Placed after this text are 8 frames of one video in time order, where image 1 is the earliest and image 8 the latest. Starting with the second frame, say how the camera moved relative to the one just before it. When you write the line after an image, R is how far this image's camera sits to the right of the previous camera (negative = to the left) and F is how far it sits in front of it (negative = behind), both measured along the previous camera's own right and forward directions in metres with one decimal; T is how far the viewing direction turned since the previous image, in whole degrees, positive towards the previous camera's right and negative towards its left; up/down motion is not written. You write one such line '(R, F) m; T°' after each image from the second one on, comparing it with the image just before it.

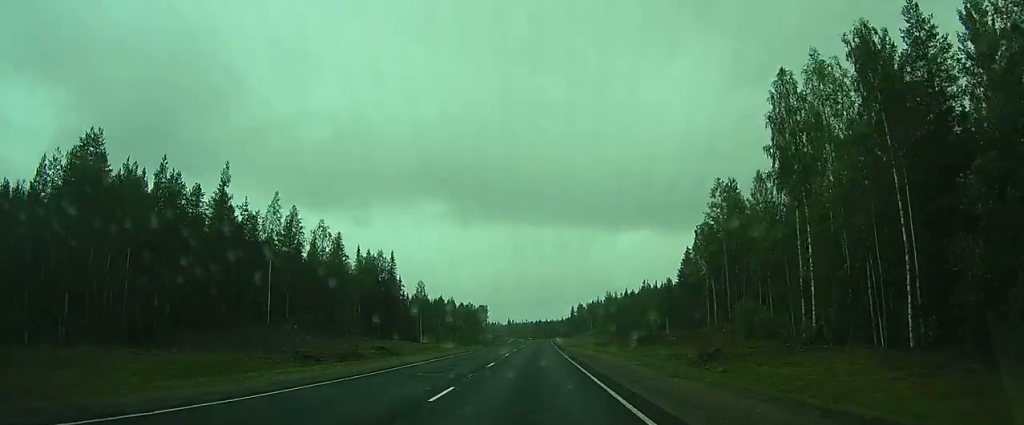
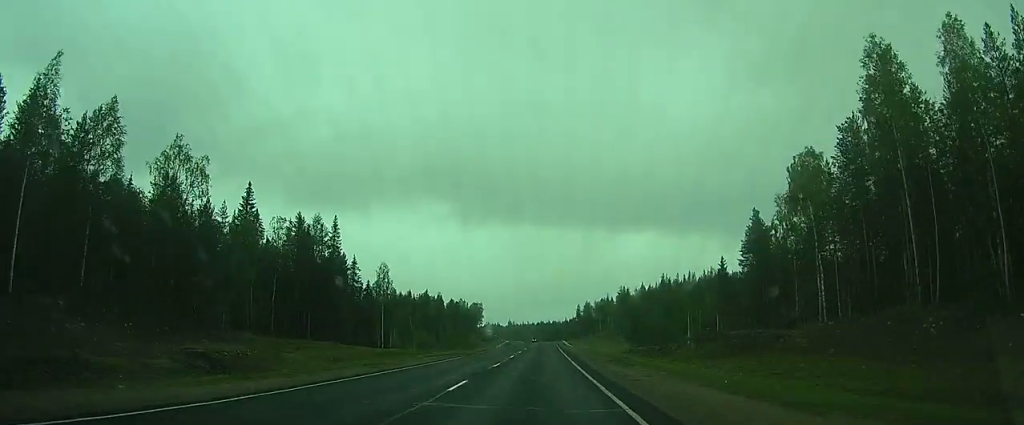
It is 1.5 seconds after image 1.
(0.0, +32.4) m; 0°
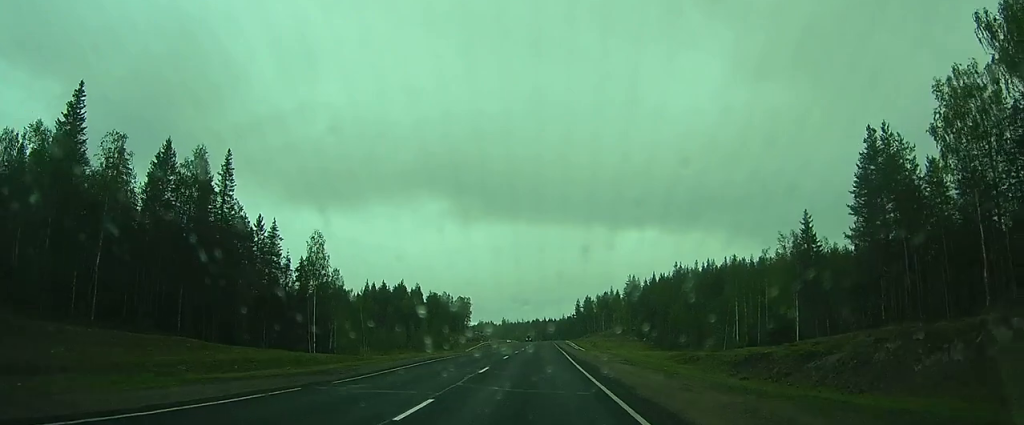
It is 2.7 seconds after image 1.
(-0.1, +28.0) m; 0°
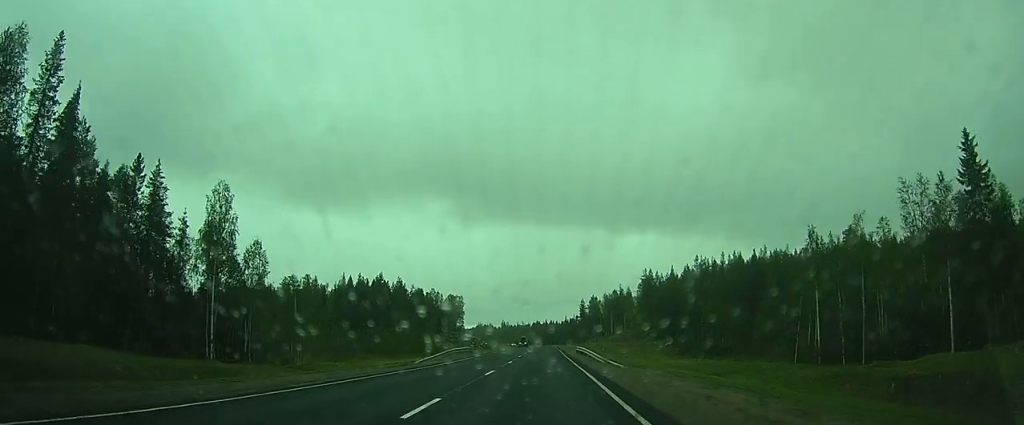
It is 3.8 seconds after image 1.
(0.0, +22.8) m; 0°
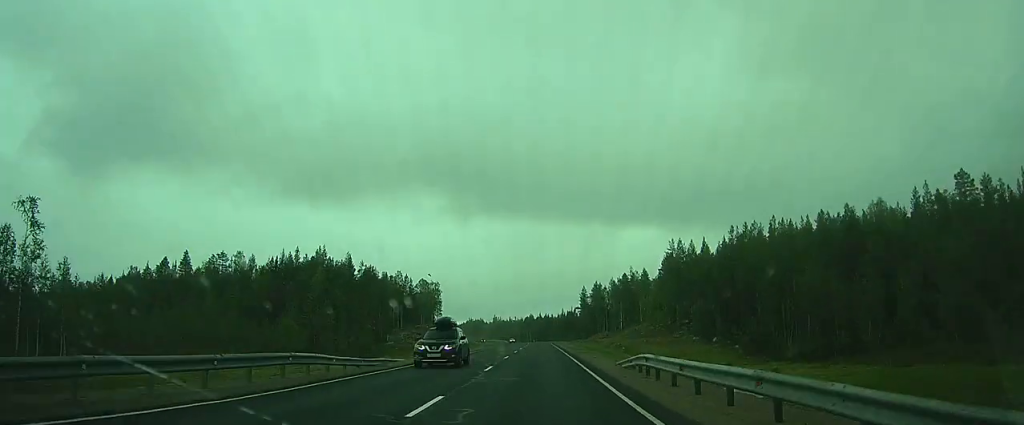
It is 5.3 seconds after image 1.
(+0.1, +34.8) m; 0°
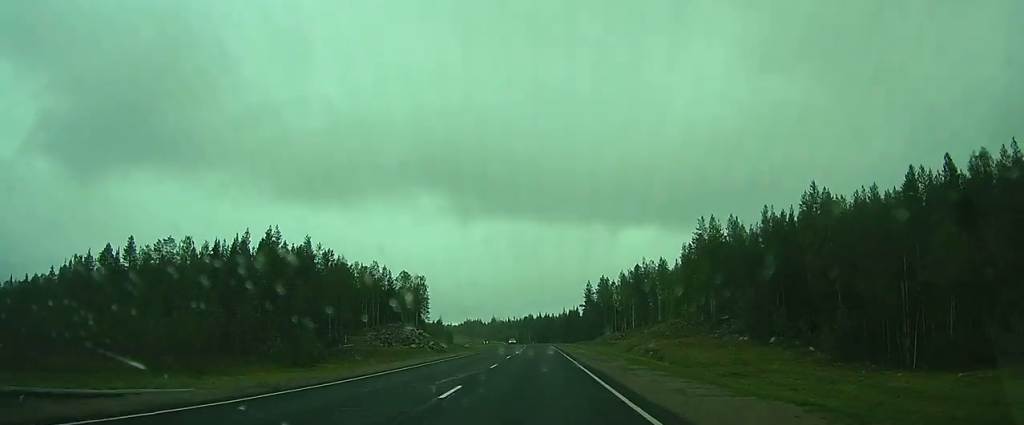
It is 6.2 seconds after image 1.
(0.0, +20.2) m; 0°
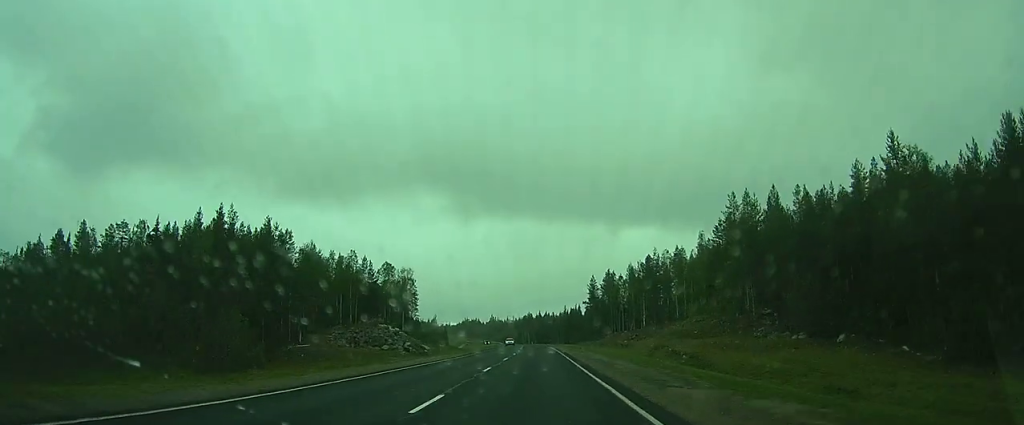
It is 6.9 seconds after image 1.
(-0.1, +14.3) m; 0°
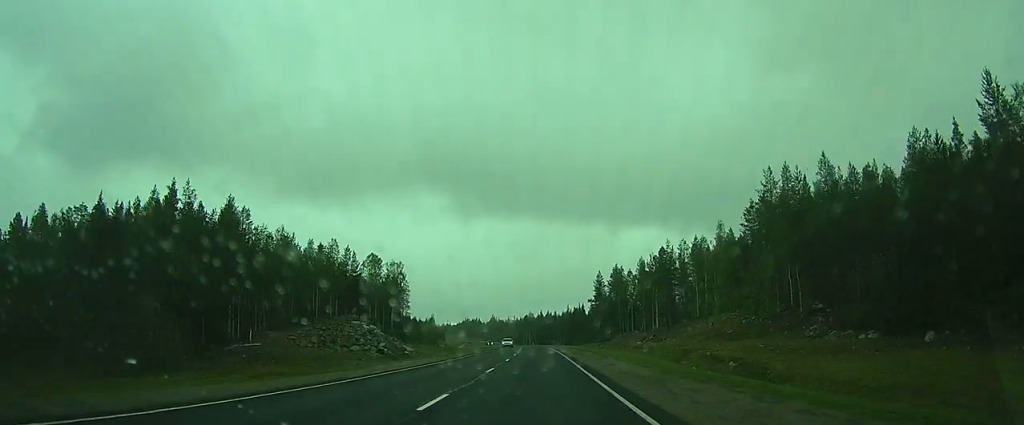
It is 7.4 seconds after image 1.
(-0.1, +11.3) m; 0°
